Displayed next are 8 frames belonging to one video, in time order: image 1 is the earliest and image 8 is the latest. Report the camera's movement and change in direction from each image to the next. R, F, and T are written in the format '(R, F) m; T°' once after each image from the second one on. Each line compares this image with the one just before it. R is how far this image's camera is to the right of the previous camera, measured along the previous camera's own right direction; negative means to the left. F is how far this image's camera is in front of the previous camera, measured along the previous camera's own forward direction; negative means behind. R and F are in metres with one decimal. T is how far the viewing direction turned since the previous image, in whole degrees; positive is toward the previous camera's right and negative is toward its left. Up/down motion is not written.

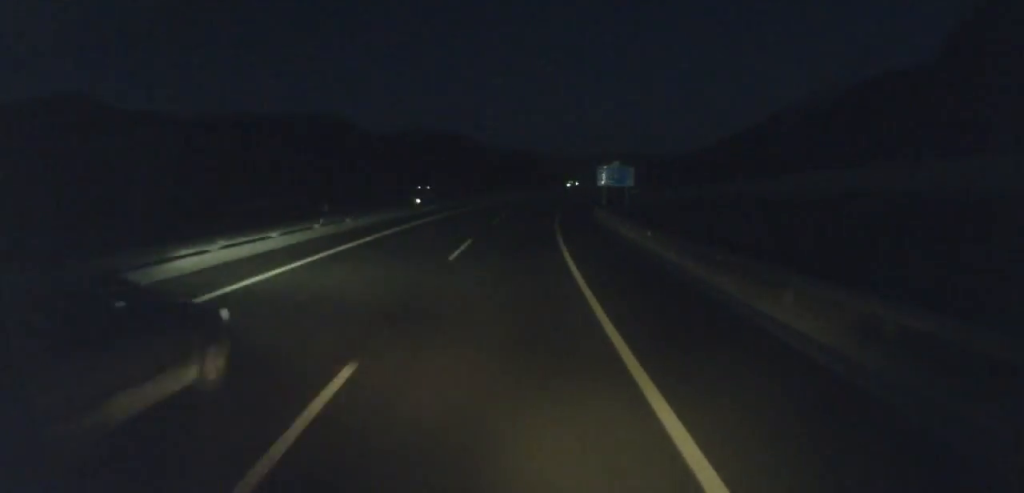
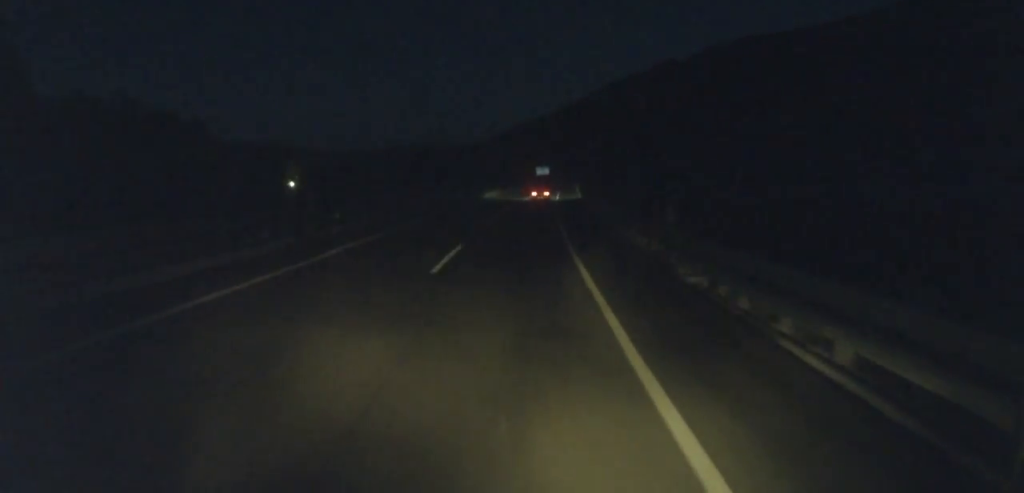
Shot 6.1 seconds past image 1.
(+12.6, +149.0) m; +14°
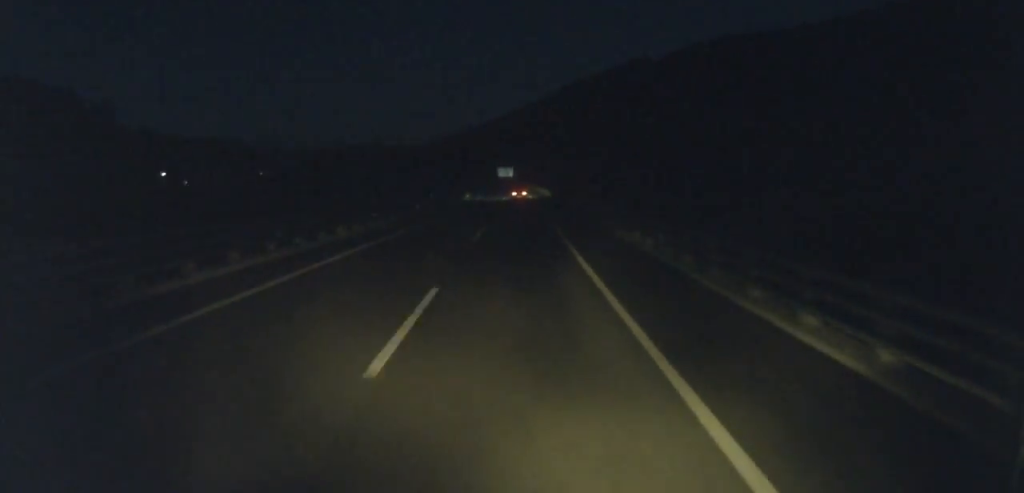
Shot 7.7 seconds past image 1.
(+2.8, +39.2) m; +3°
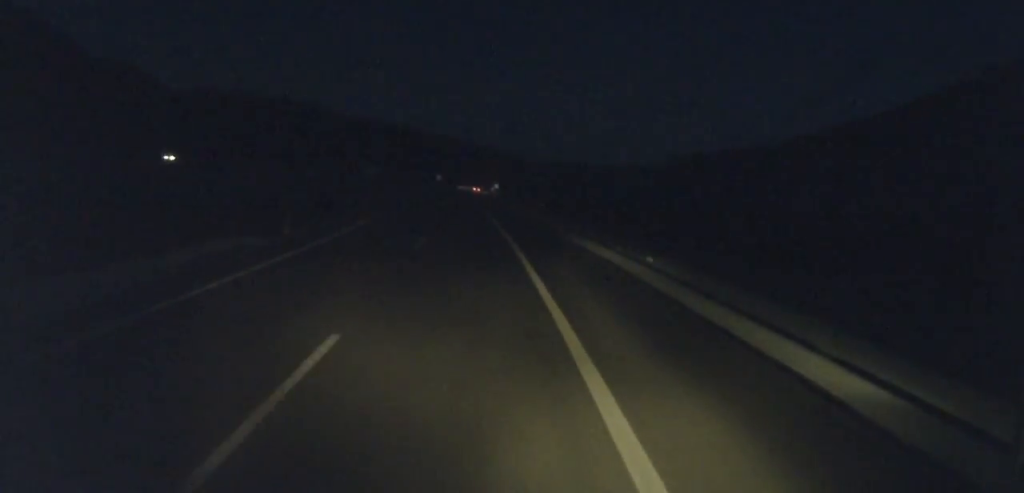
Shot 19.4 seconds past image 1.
(-7.4, +287.4) m; -12°
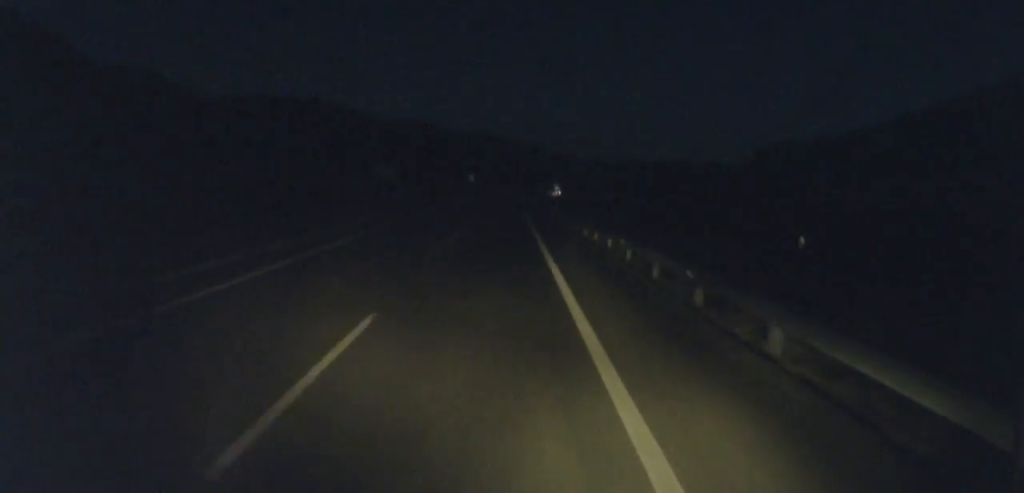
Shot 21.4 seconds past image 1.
(-2.4, +50.1) m; -2°
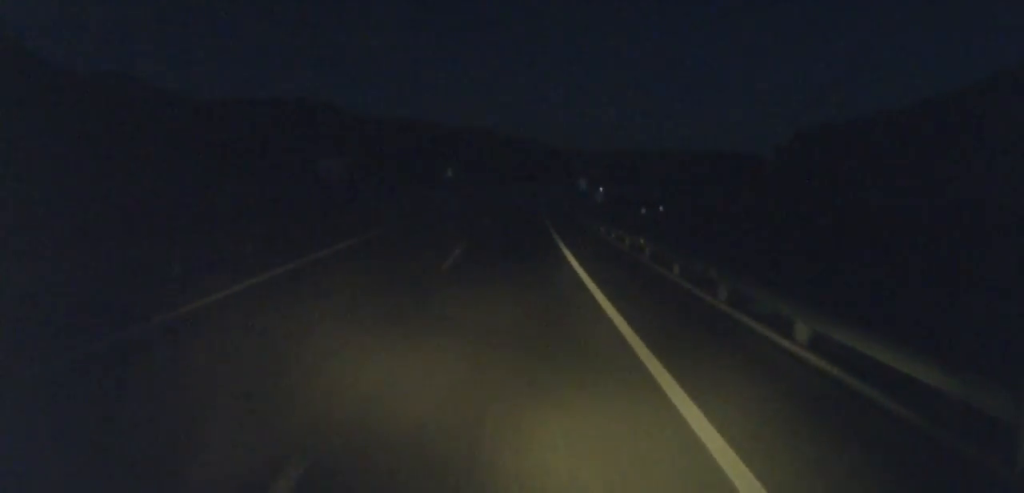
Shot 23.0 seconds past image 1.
(-0.7, +40.1) m; -1°
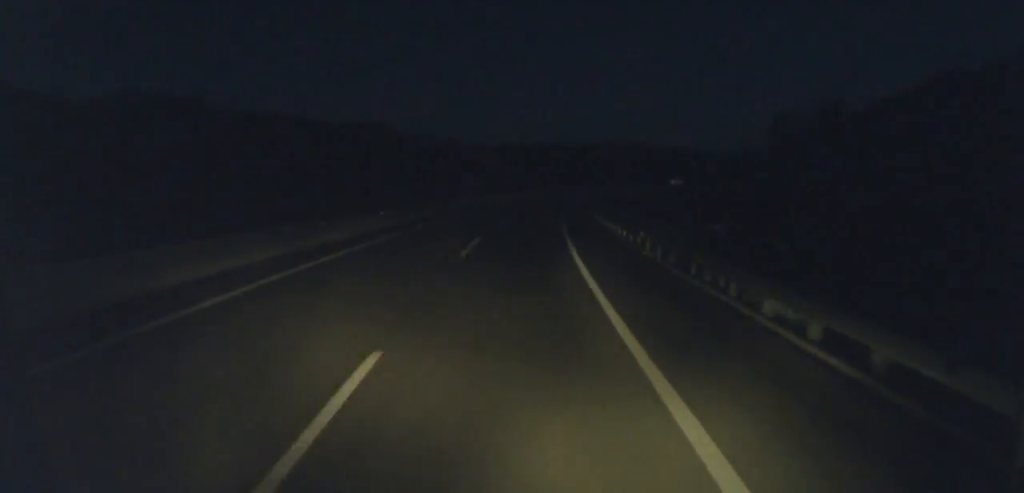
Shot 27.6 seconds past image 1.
(-0.6, +115.5) m; +2°
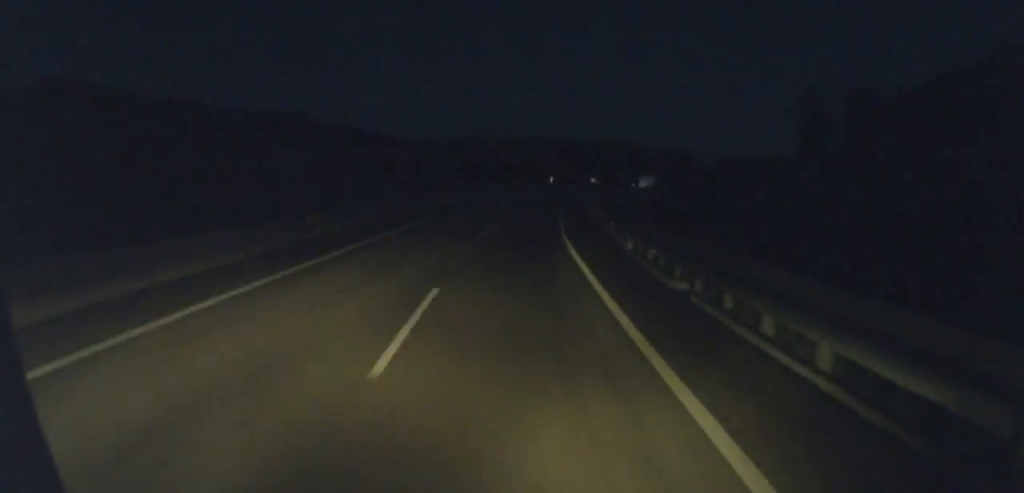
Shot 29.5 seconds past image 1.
(-0.7, +45.5) m; +3°
